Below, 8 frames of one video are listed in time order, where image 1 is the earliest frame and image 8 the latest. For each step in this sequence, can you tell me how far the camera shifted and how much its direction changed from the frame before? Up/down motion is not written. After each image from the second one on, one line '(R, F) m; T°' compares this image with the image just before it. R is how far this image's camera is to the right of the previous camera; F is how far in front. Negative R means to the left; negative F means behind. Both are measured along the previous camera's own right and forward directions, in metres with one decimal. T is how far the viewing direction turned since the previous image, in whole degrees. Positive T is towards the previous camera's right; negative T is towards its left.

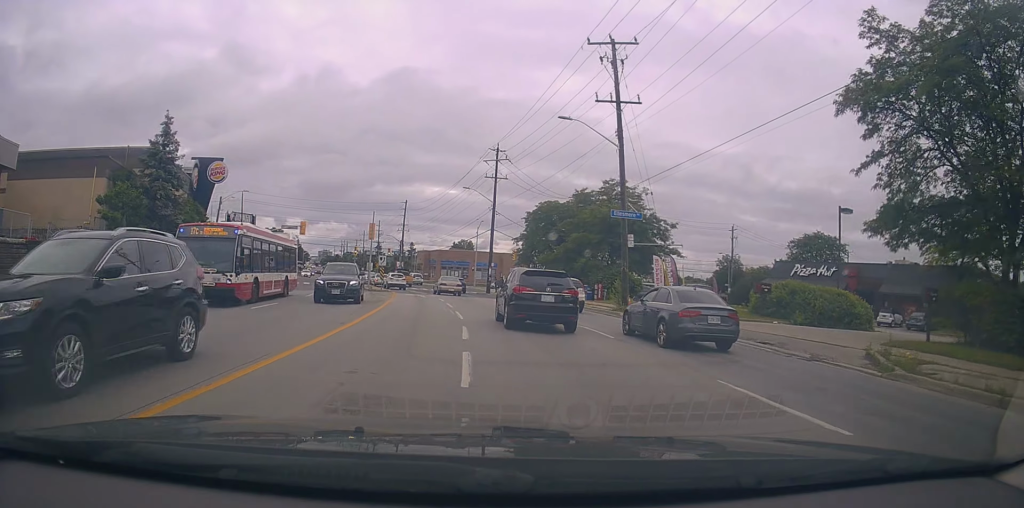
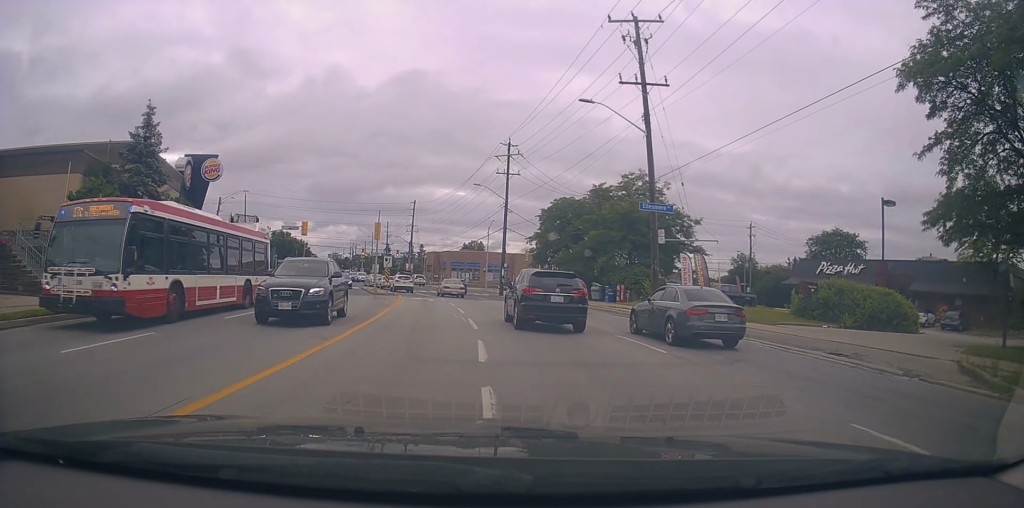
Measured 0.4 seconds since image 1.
(0.0, +2.8) m; -3°
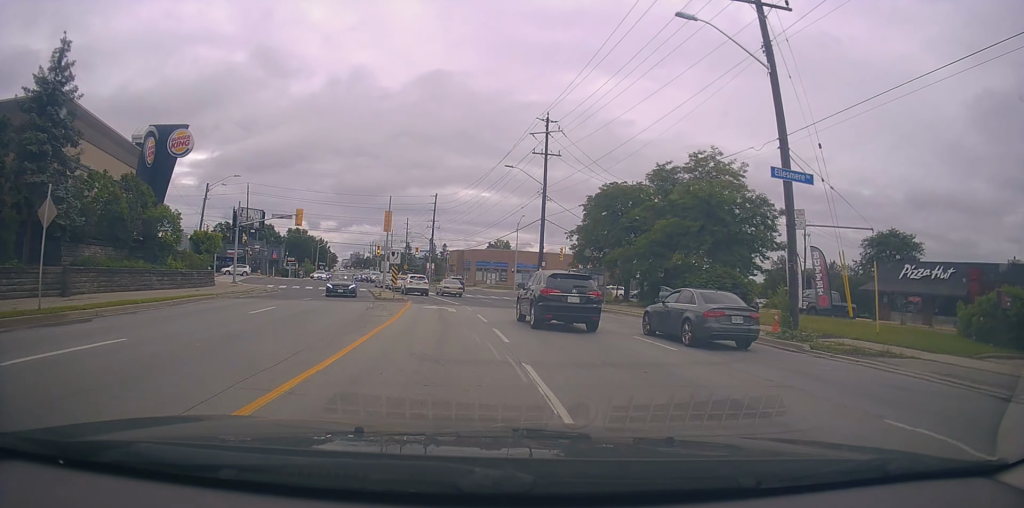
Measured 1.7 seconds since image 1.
(-0.2, +9.2) m; 0°
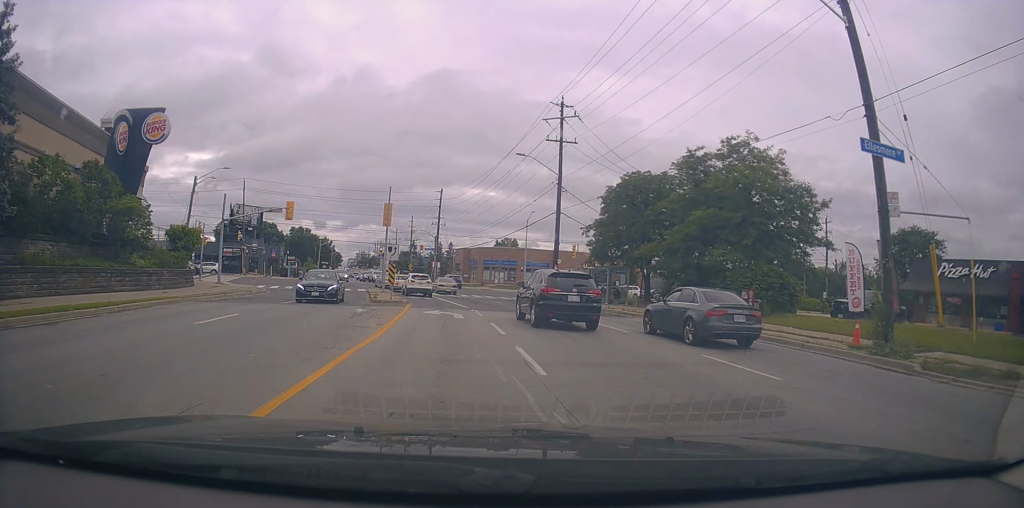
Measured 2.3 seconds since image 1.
(+0.2, +3.9) m; 0°
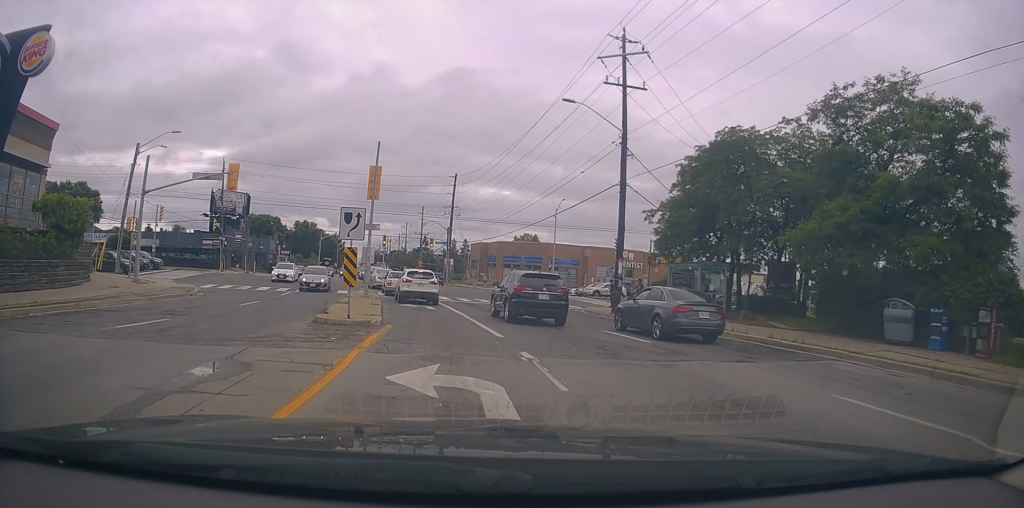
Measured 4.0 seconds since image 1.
(-0.6, +13.4) m; -4°
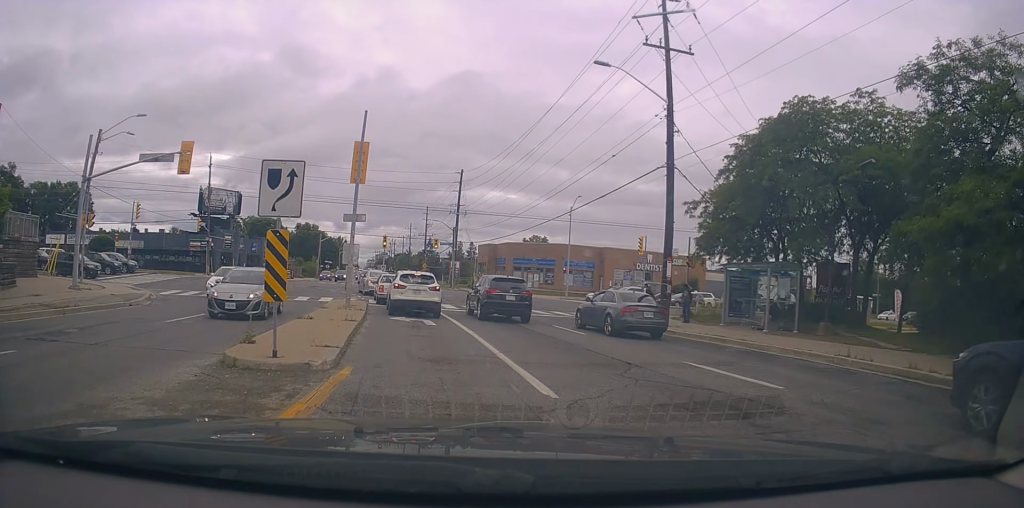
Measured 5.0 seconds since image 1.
(0.0, +6.3) m; -1°
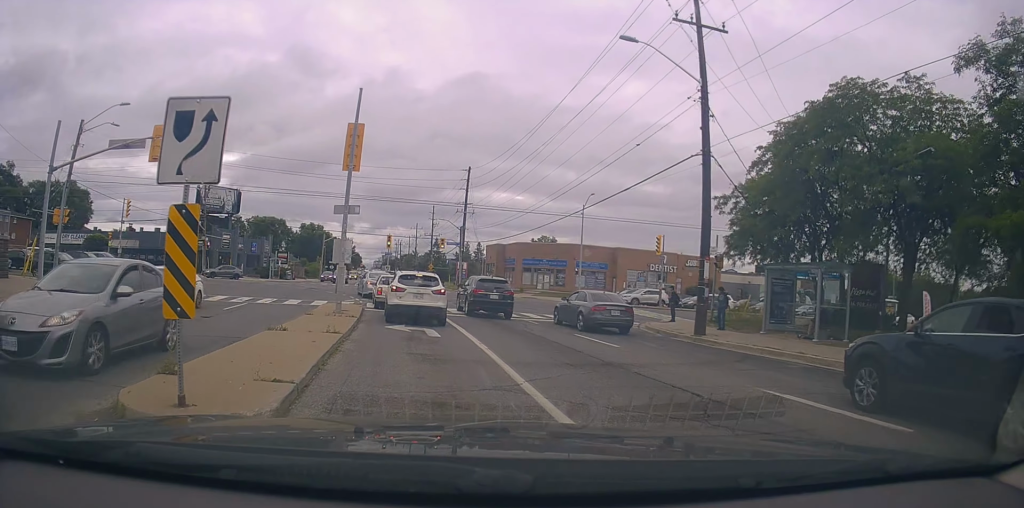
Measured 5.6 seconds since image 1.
(0.0, +3.2) m; -1°
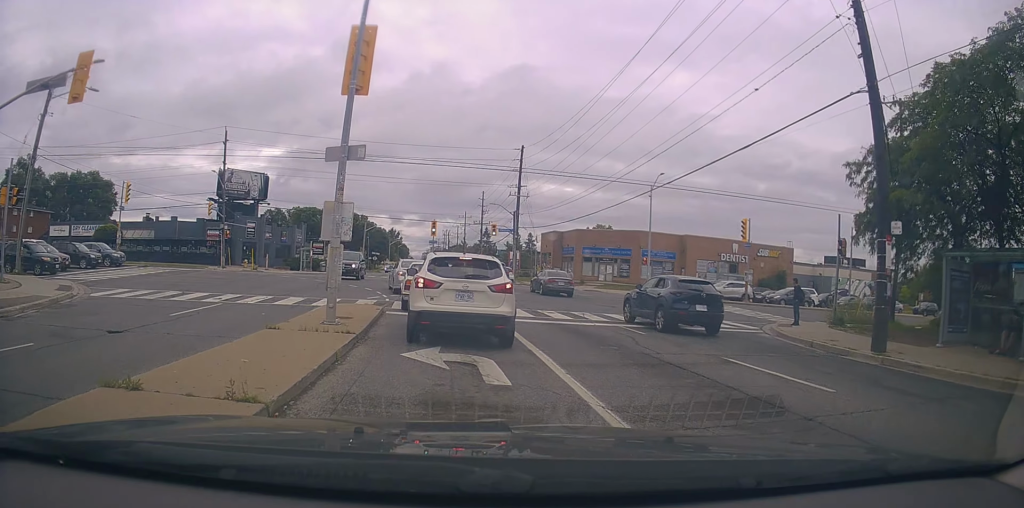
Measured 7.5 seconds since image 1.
(-0.3, +8.0) m; -1°
